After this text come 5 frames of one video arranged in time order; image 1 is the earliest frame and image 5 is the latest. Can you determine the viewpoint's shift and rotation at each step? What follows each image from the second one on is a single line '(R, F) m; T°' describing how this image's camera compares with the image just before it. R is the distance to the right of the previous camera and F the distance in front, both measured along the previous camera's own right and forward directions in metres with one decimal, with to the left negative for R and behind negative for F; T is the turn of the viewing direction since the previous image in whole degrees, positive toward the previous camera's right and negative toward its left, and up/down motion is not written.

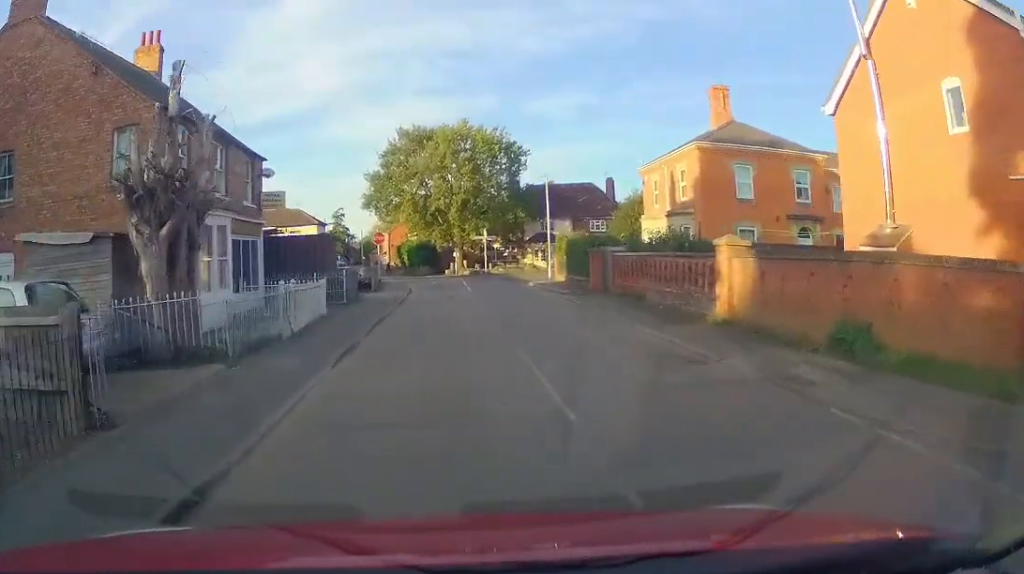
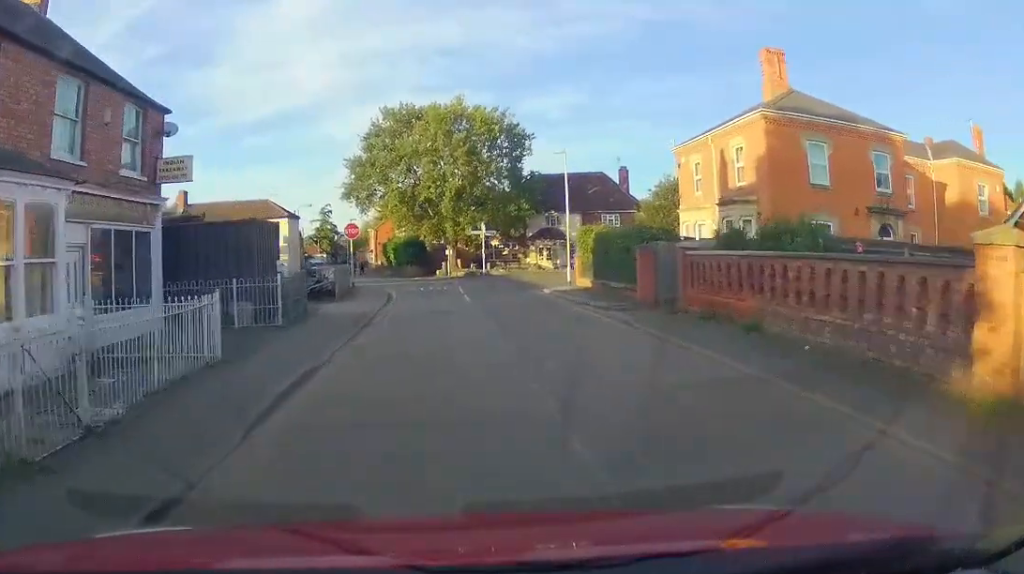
(+0.2, +8.5) m; +1°
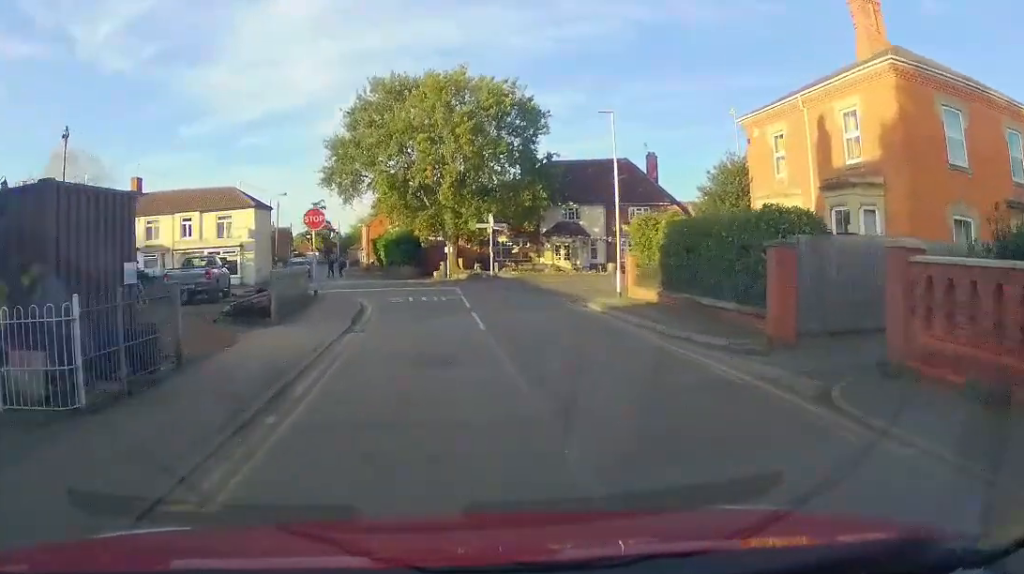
(-0.2, +8.9) m; 0°
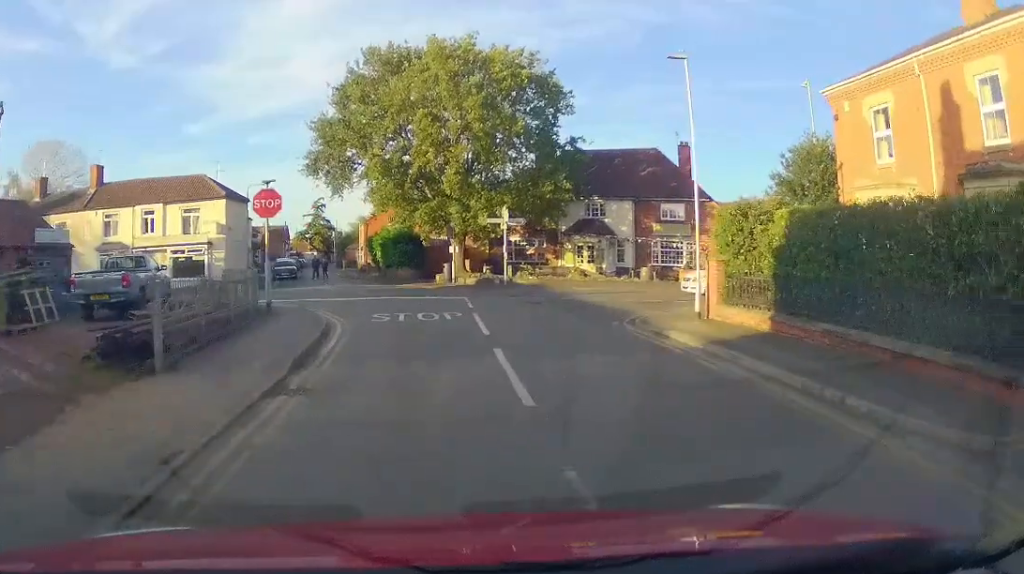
(+0.3, +6.8) m; 0°
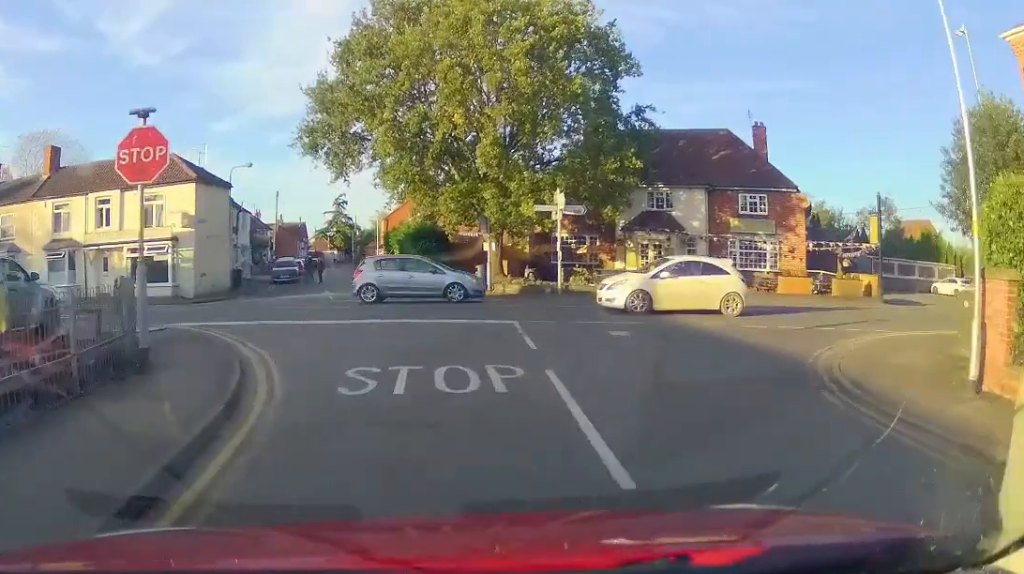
(-0.5, +8.7) m; -4°
